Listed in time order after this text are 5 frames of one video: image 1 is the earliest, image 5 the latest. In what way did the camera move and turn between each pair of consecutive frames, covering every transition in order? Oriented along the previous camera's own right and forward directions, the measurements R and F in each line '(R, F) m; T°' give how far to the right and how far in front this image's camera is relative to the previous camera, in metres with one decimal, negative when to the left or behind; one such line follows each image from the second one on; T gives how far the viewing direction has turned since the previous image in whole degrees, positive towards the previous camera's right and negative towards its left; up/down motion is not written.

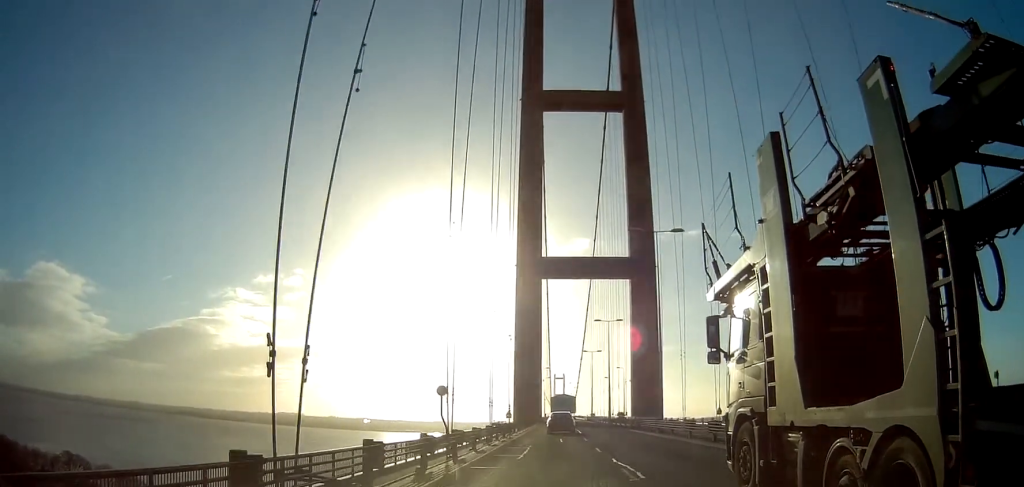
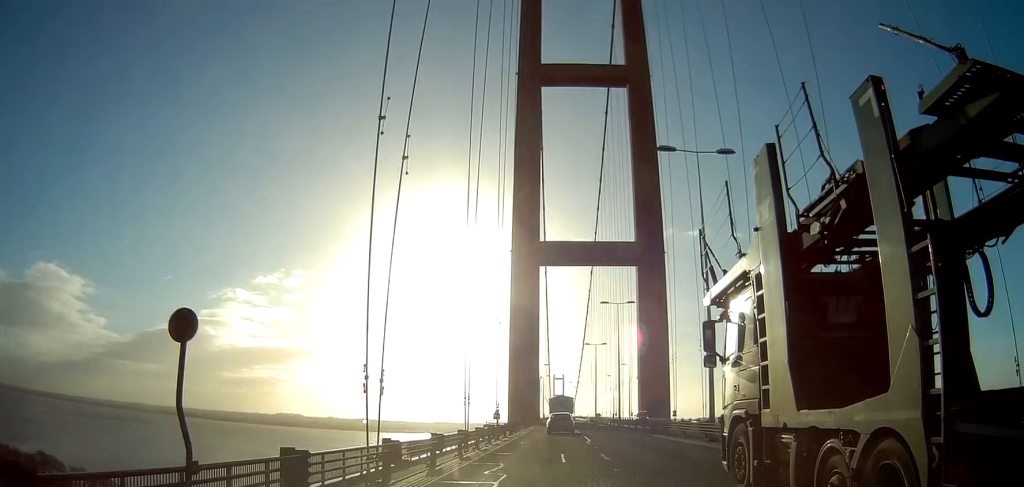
(0.0, +12.3) m; 0°
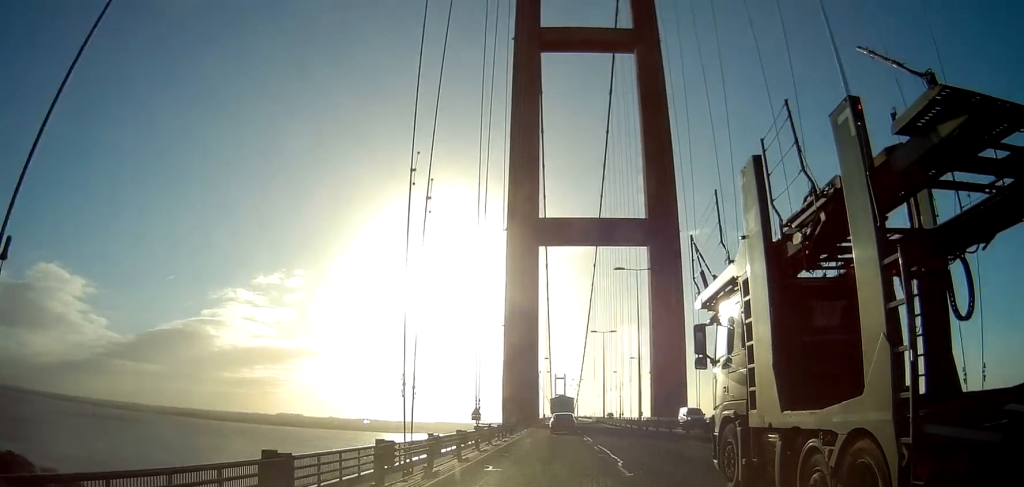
(0.0, +14.0) m; 0°
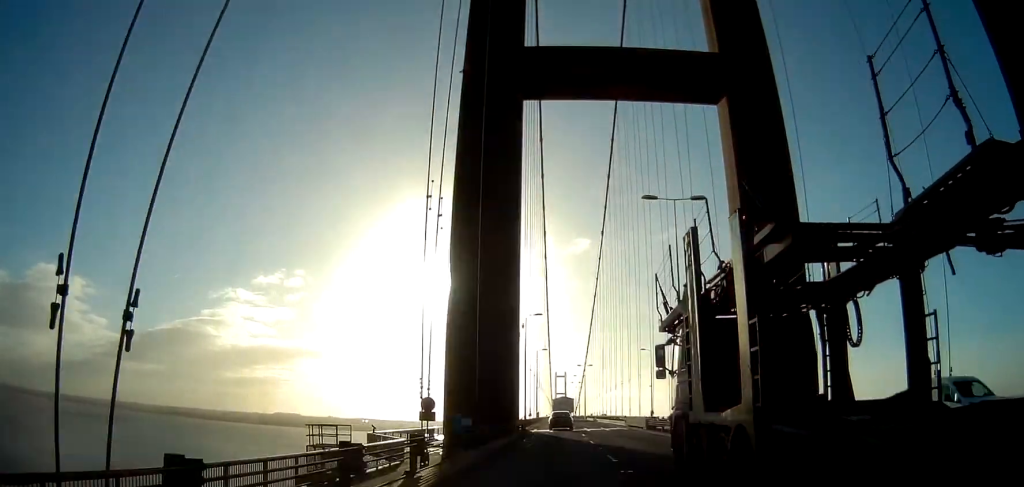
(-0.2, +51.9) m; 0°
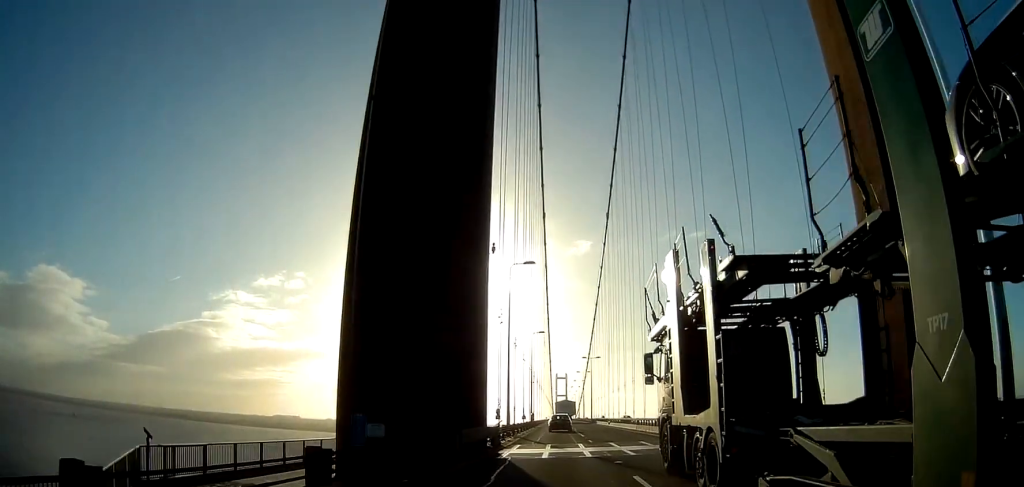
(0.0, +23.8) m; 0°
